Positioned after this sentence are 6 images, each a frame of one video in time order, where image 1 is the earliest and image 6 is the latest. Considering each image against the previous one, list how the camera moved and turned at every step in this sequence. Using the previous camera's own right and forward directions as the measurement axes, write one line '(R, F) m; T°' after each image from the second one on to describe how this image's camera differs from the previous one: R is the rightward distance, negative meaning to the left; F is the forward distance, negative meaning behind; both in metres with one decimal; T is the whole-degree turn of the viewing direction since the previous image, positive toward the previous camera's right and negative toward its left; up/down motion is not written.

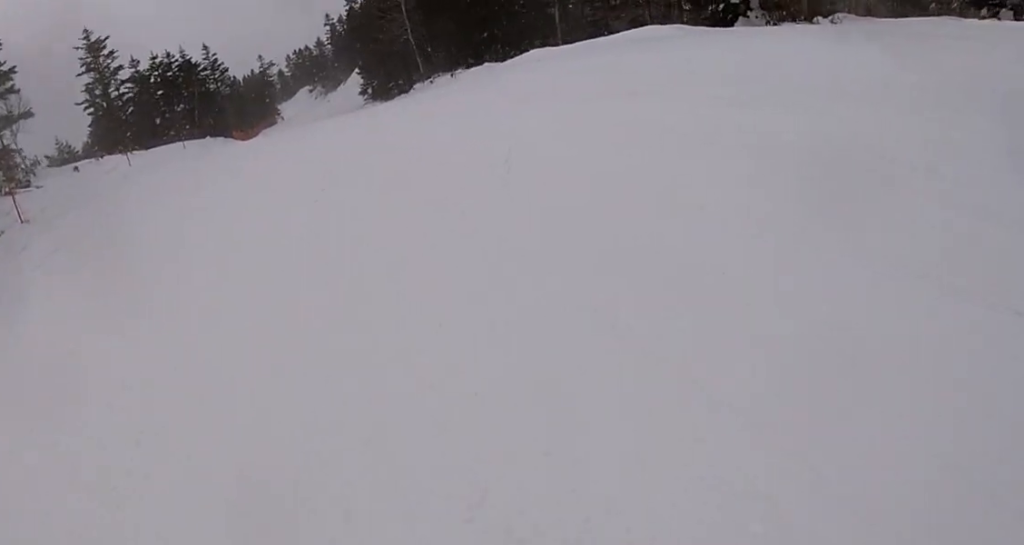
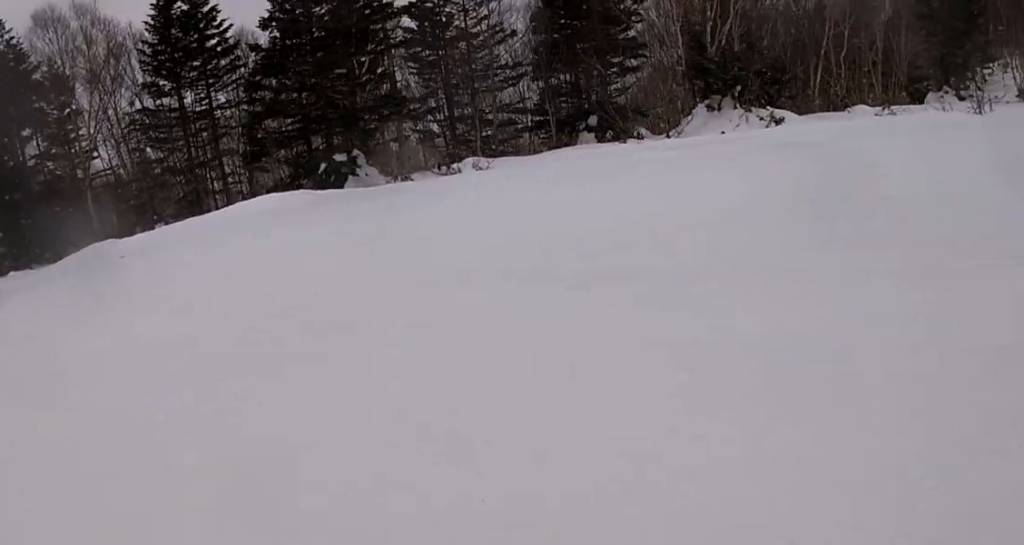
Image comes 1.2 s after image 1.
(+1.3, +7.9) m; +19°
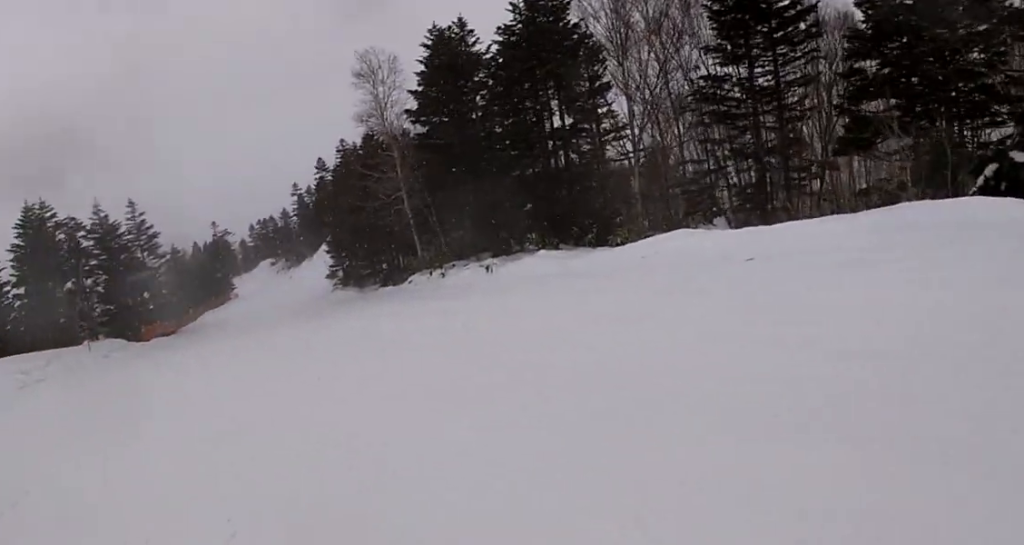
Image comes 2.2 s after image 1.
(+0.8, +6.6) m; -8°
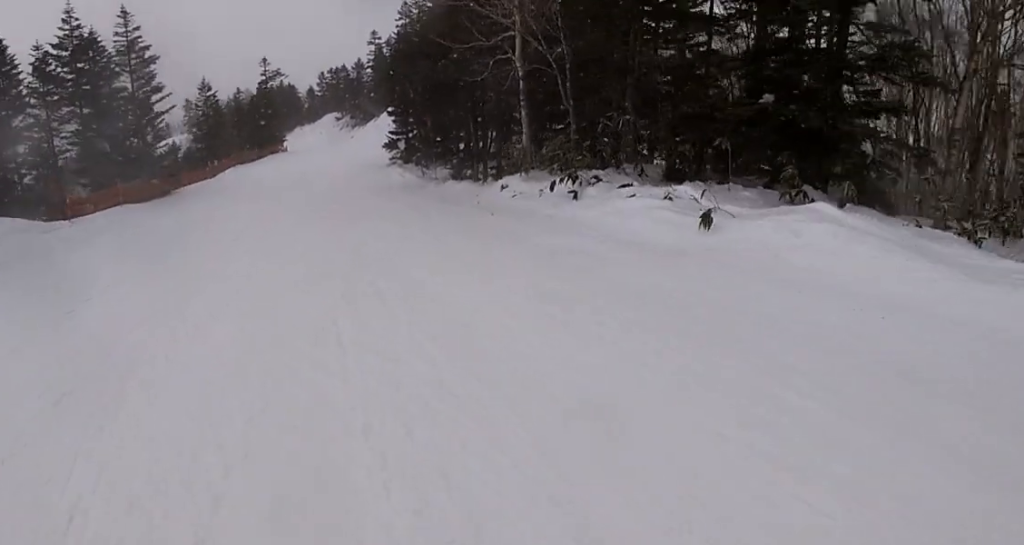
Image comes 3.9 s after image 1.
(-1.7, +11.1) m; -14°
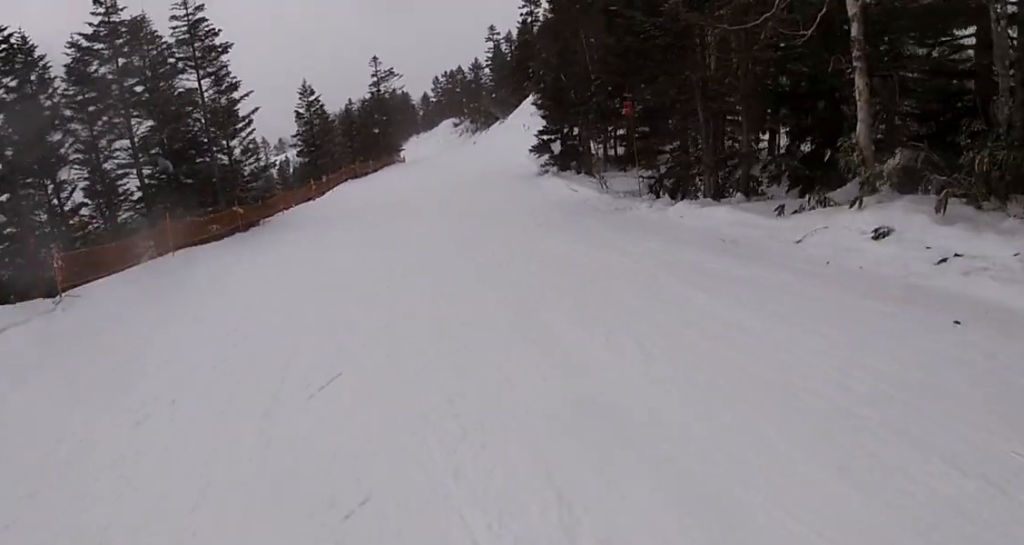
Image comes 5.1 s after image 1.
(-1.8, +8.2) m; -2°
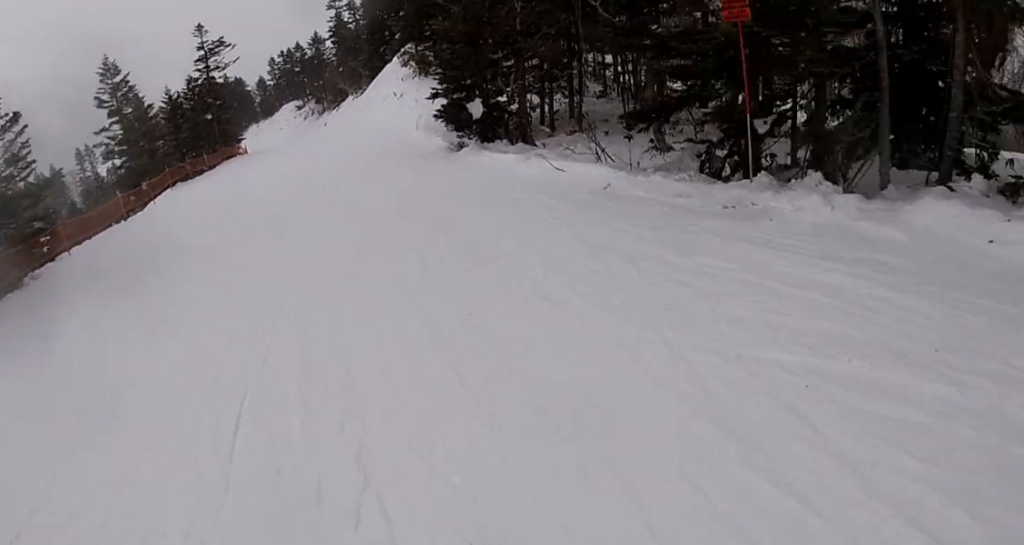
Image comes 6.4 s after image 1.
(+2.1, +9.0) m; +7°
